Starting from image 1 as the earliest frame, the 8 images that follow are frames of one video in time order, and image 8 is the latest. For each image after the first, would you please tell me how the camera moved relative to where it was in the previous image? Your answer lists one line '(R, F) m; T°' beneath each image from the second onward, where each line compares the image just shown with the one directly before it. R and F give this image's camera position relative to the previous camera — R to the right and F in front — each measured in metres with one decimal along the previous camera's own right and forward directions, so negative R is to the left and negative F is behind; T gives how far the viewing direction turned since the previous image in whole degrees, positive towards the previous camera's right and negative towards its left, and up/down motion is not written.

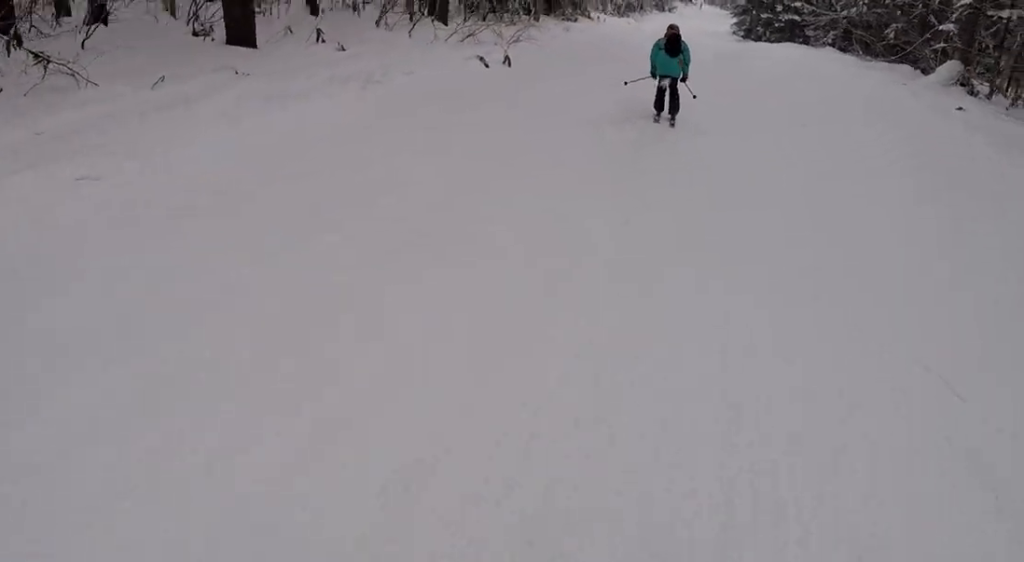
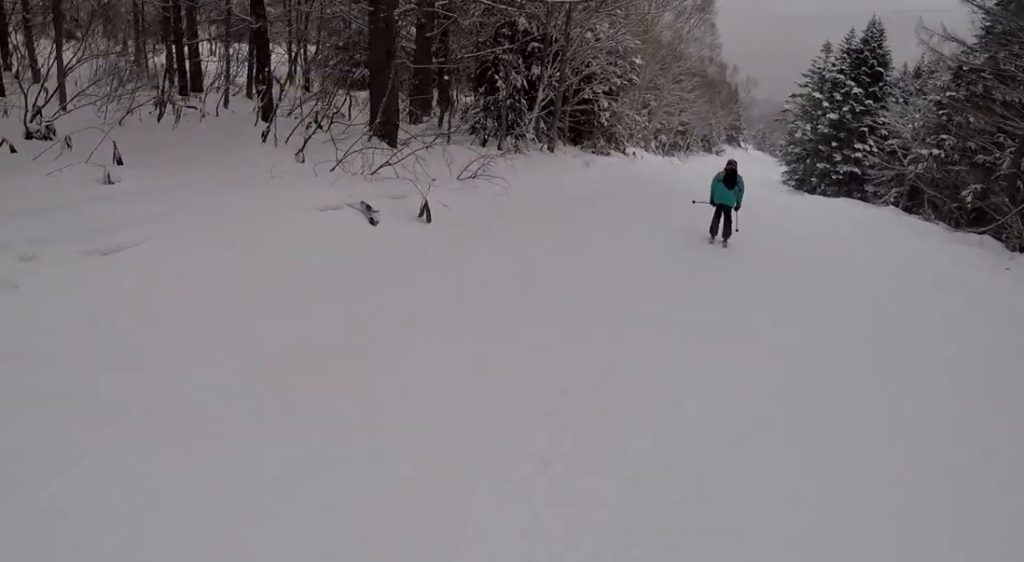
(+0.5, +6.1) m; -2°
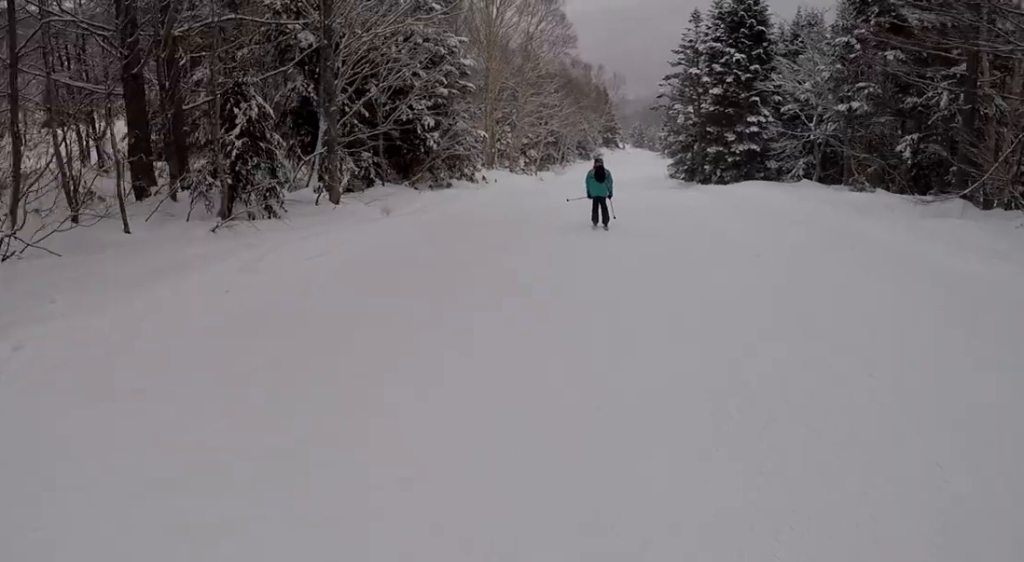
(-0.5, +7.9) m; +2°
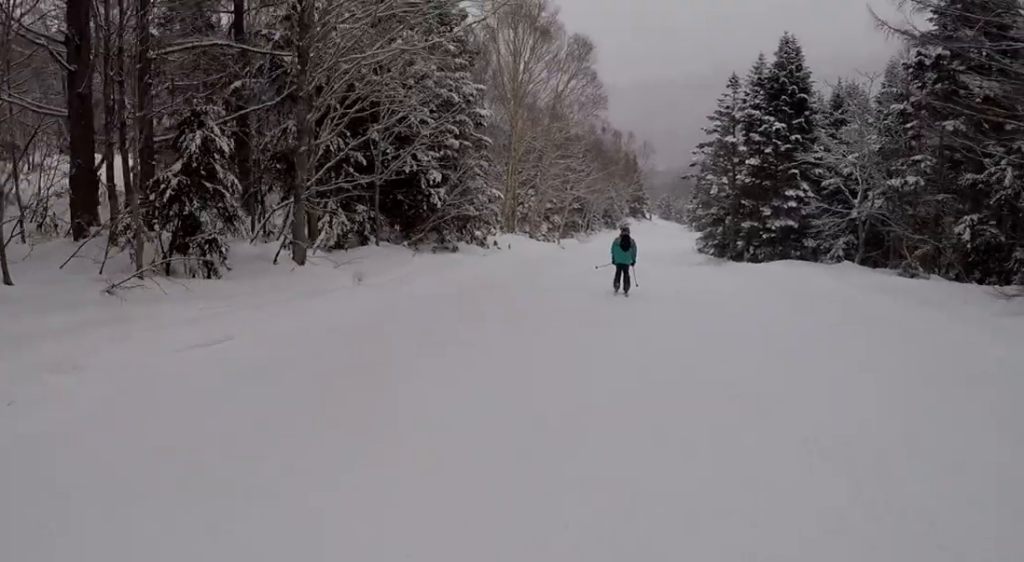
(+0.7, +2.9) m; 0°
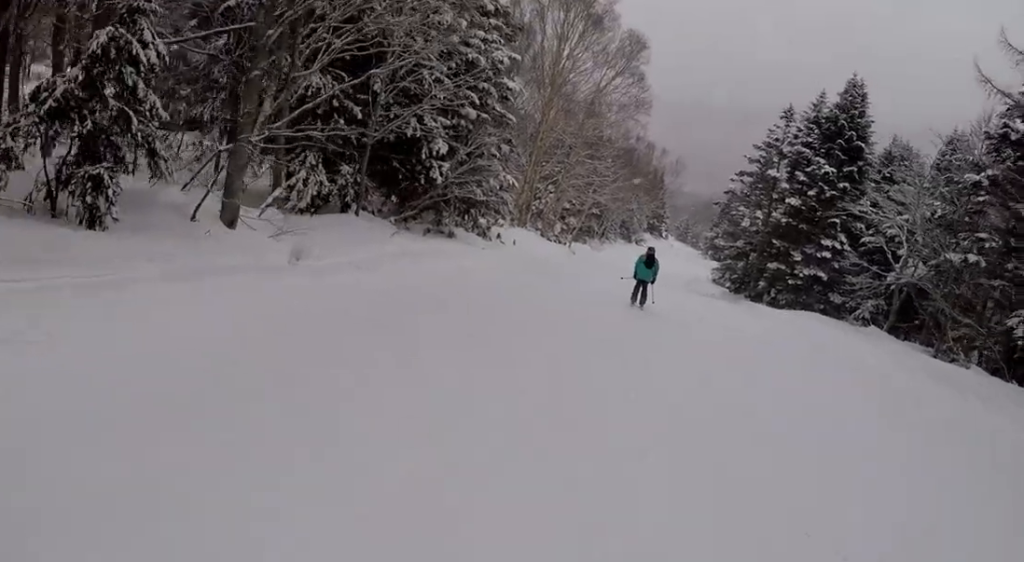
(0.0, +3.1) m; 0°
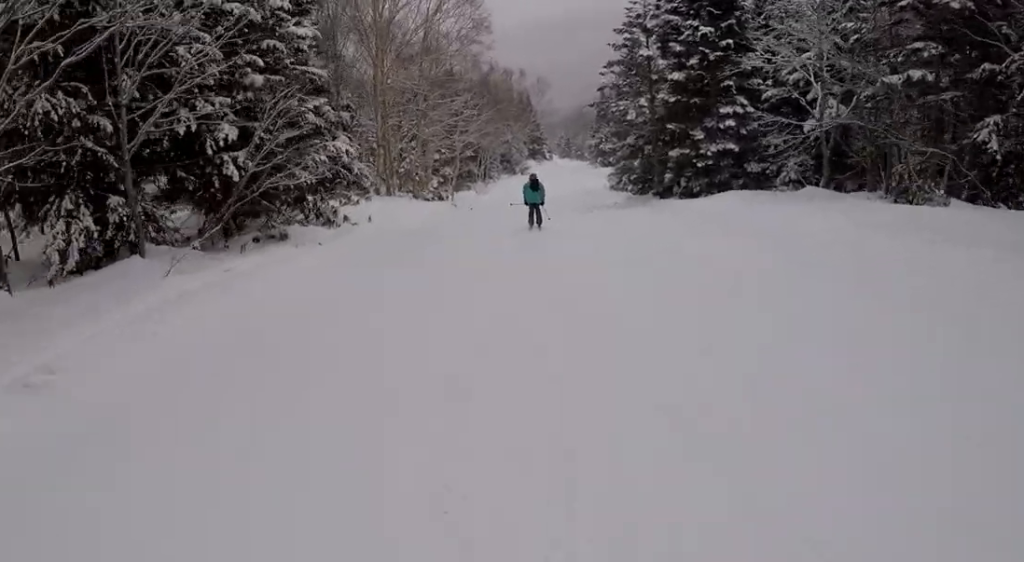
(-0.9, +4.5) m; -1°
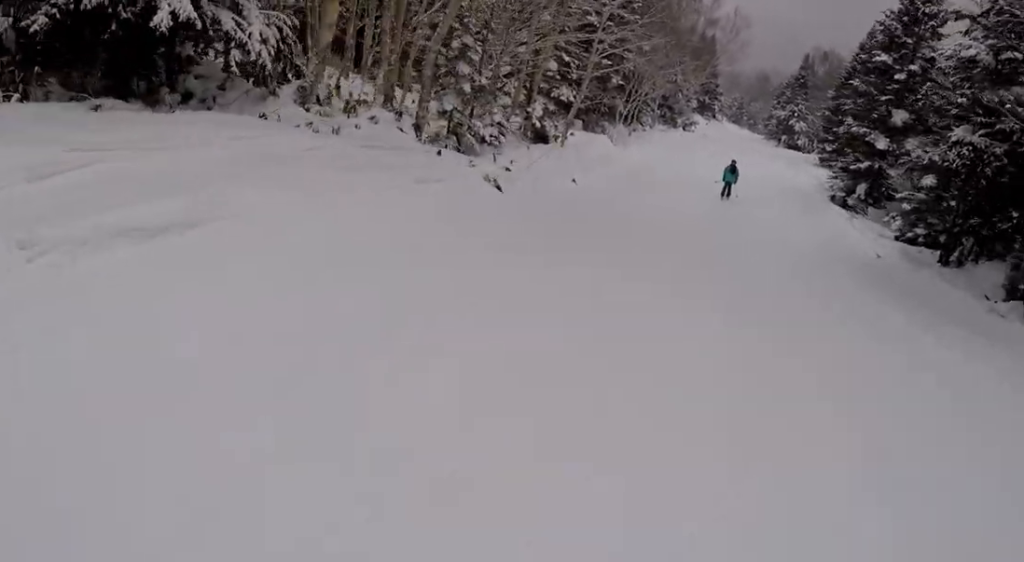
(+0.9, +23.5) m; -1°
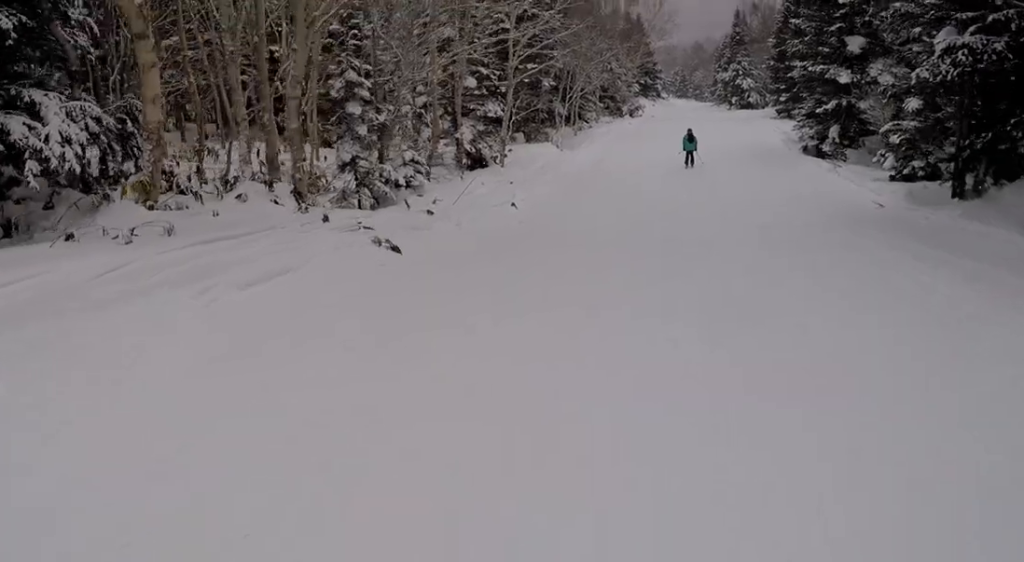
(-0.6, +3.2) m; 0°
